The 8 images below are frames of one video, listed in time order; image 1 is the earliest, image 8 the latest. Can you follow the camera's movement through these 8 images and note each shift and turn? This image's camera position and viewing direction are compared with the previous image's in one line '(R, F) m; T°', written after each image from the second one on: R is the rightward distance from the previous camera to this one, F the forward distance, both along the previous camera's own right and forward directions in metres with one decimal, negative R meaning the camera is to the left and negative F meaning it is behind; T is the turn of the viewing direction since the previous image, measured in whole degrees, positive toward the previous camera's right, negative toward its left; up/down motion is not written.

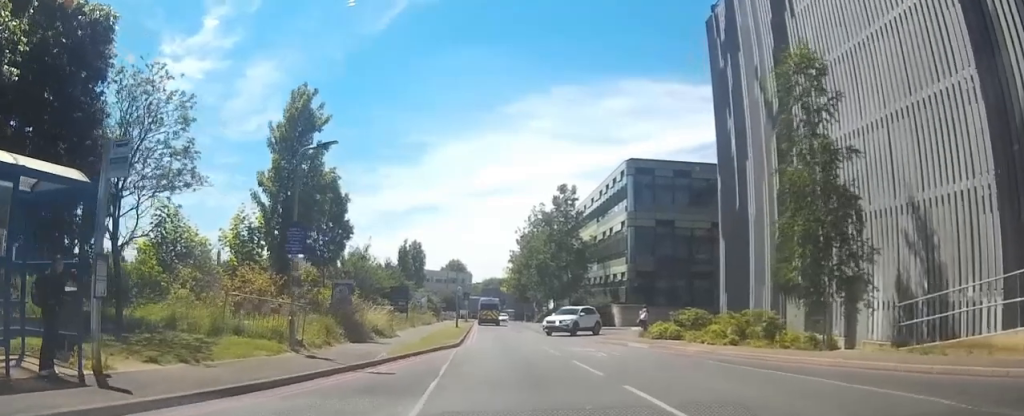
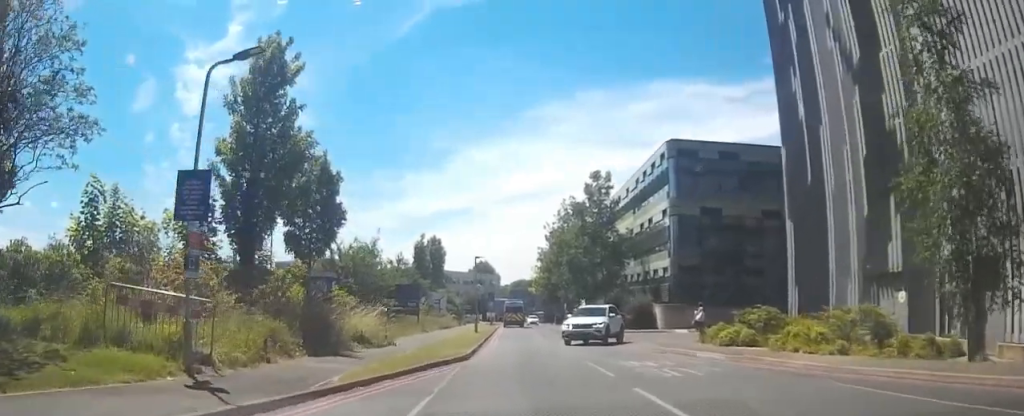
(-0.1, +6.9) m; 0°
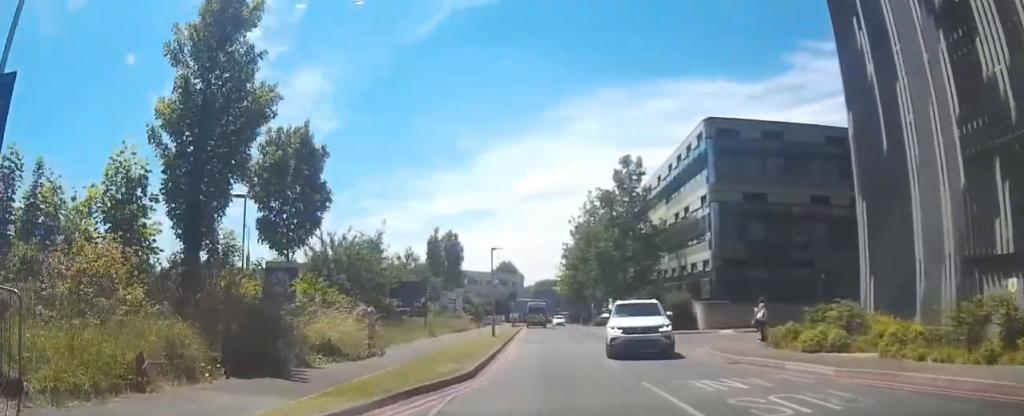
(0.0, +5.7) m; 0°
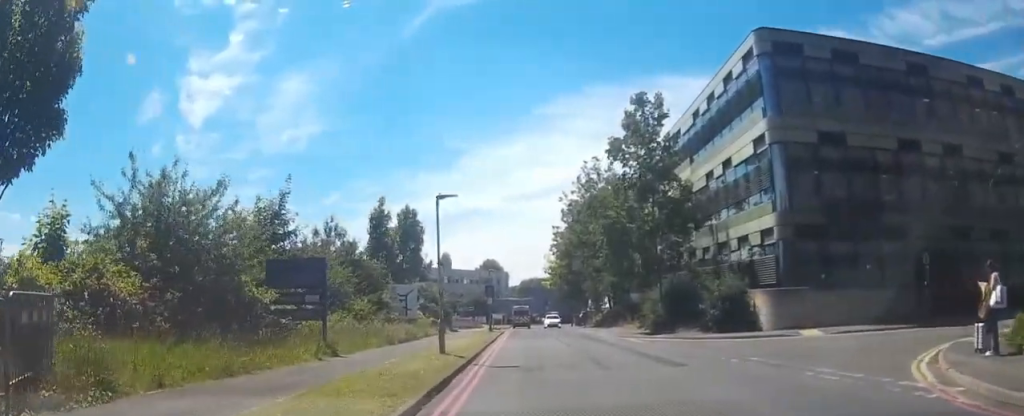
(0.0, +13.8) m; 0°
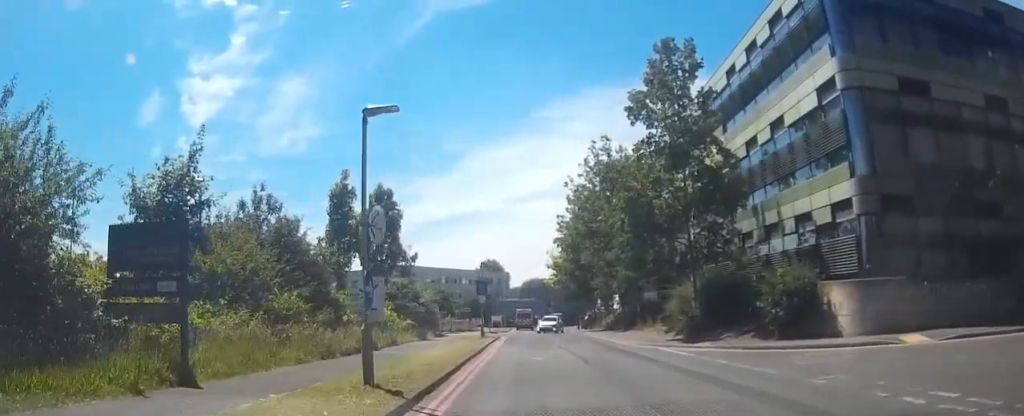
(0.0, +5.9) m; -1°
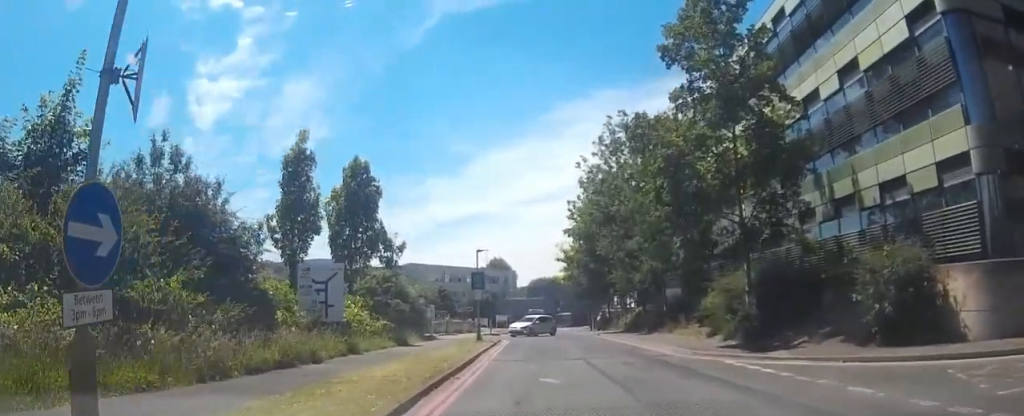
(-0.1, +6.3) m; -1°
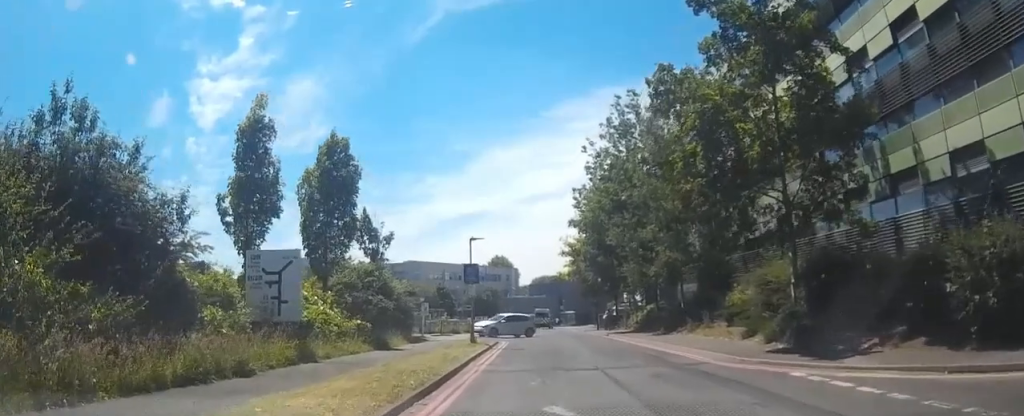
(0.0, +4.3) m; 0°
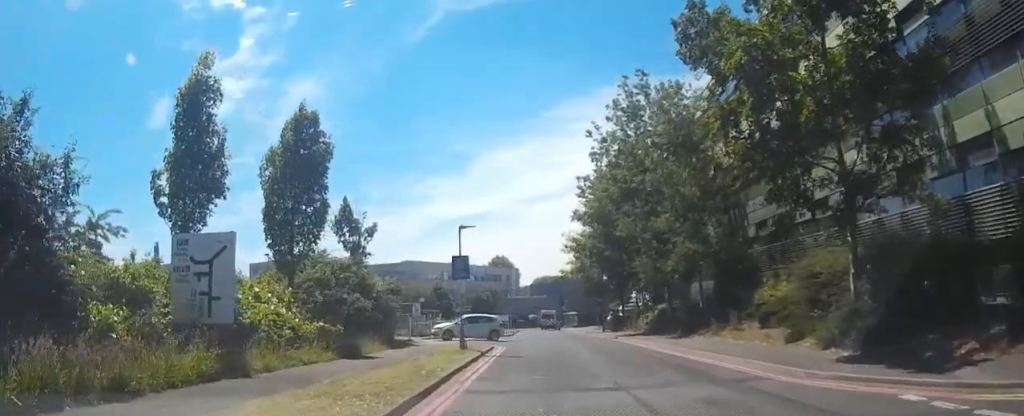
(0.0, +3.6) m; 0°
